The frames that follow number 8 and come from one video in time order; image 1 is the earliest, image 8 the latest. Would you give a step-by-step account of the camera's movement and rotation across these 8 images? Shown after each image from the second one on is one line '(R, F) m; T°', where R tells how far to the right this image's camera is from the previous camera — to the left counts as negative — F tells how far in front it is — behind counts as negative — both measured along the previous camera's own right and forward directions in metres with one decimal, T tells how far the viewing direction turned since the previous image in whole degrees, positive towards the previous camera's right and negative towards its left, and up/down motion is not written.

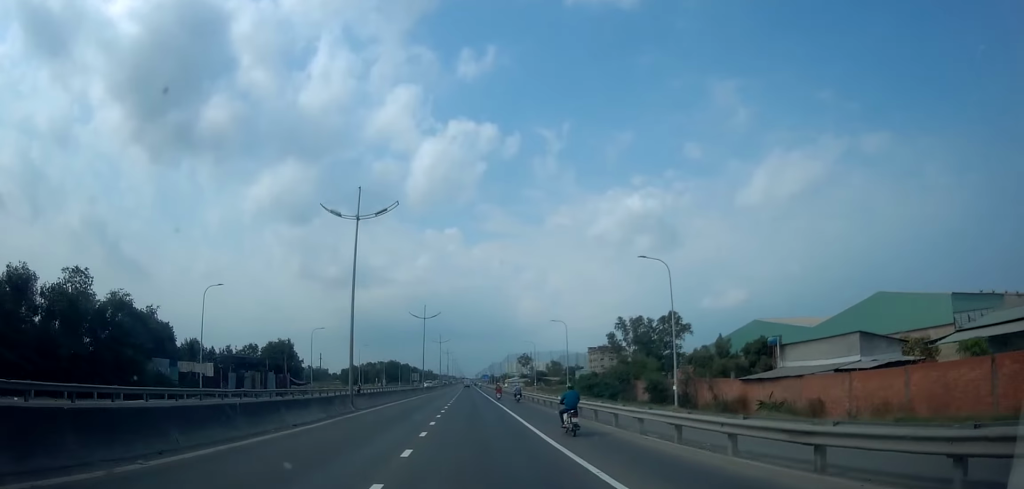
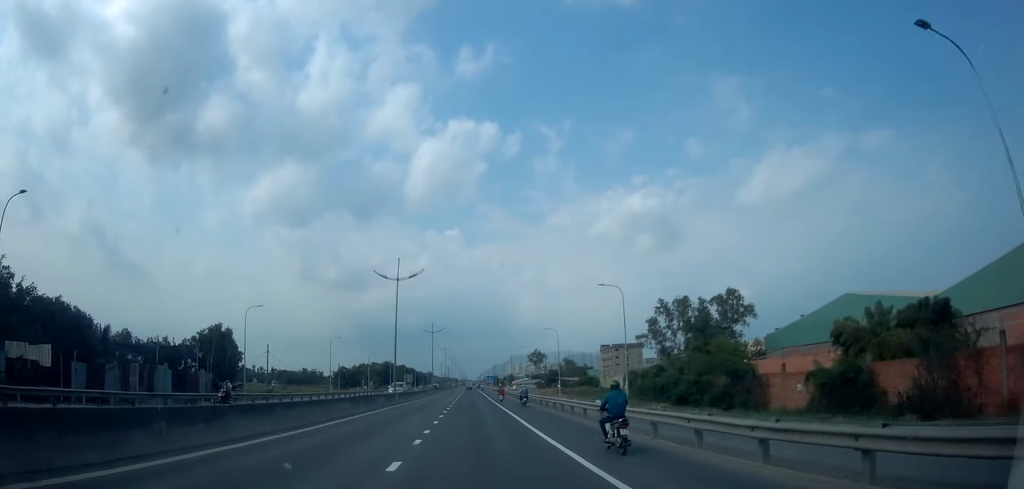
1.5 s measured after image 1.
(+0.1, +25.2) m; 0°
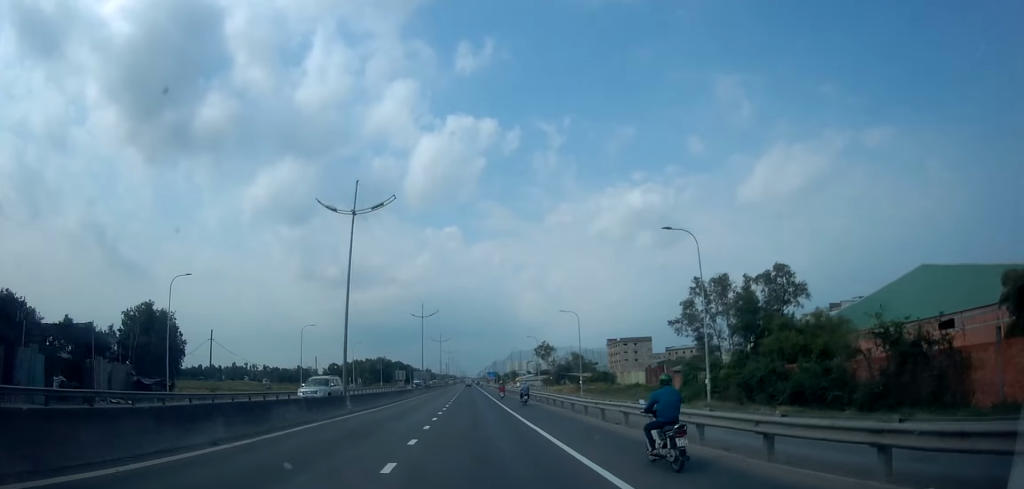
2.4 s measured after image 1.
(-0.1, +15.9) m; 0°
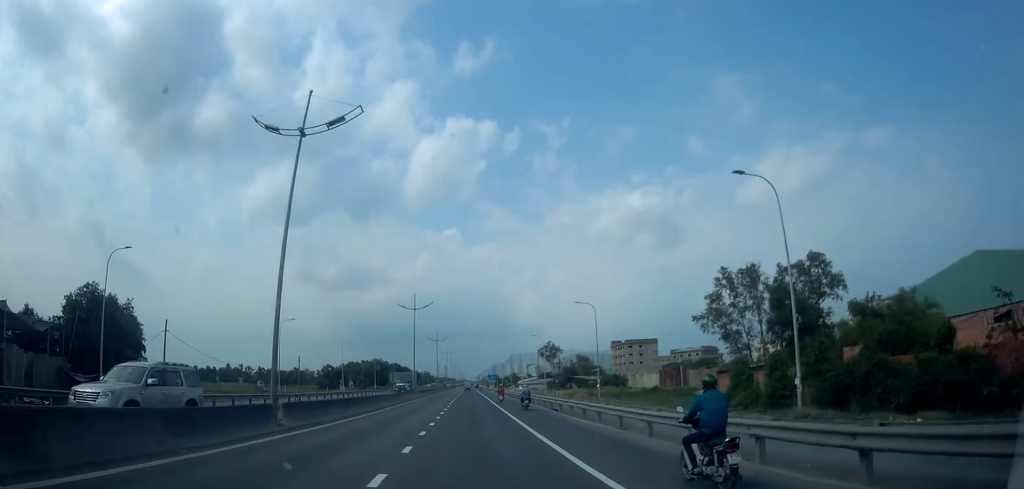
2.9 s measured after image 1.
(0.0, +8.6) m; 0°
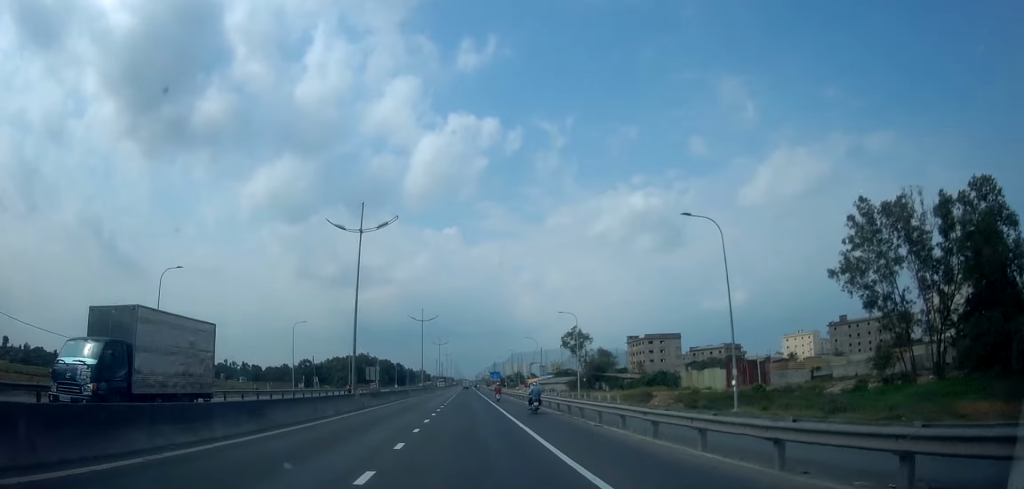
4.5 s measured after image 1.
(-0.1, +28.5) m; 0°
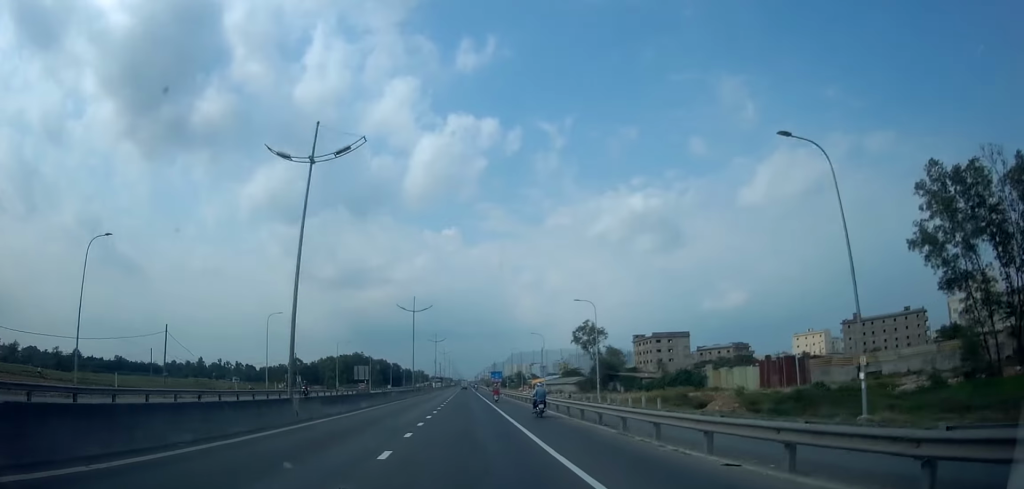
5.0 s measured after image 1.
(0.0, +9.4) m; 0°
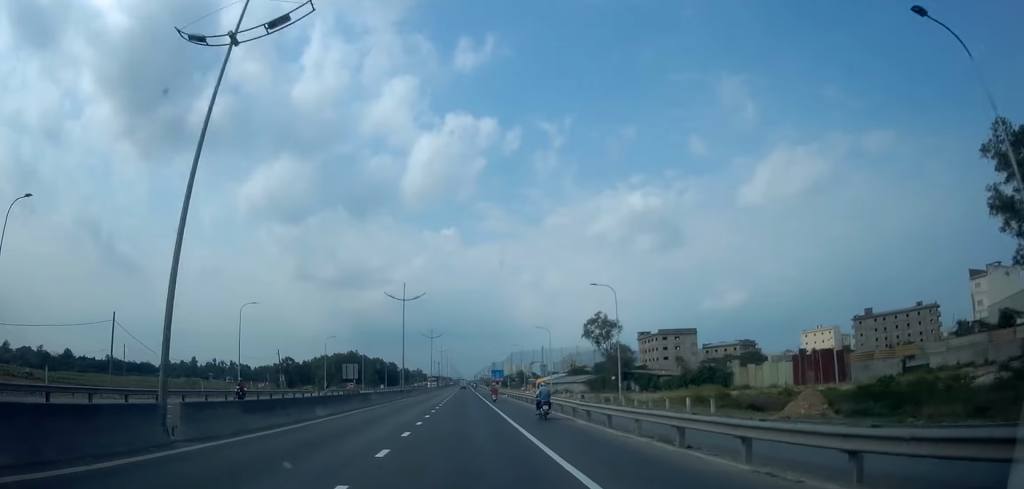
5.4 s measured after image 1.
(0.0, +7.6) m; 0°
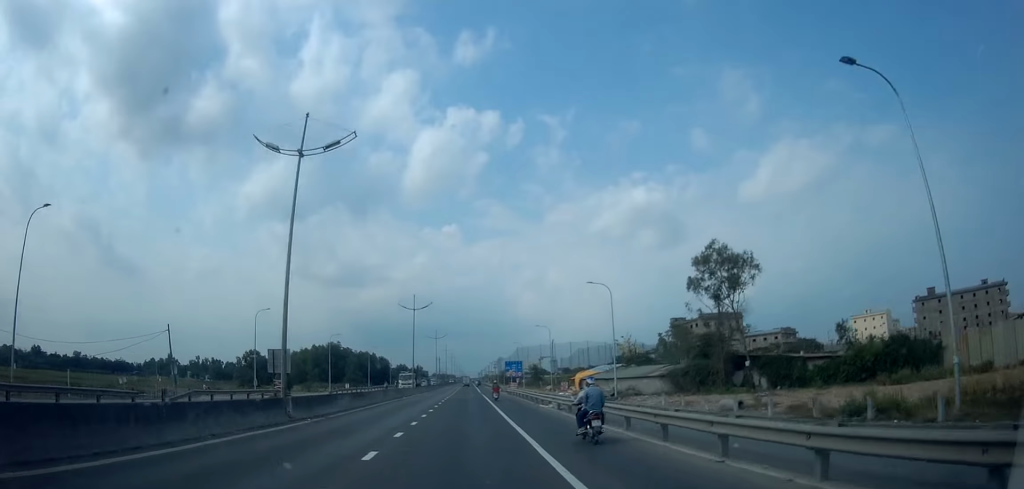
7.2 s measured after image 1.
(0.0, +32.6) m; 0°
